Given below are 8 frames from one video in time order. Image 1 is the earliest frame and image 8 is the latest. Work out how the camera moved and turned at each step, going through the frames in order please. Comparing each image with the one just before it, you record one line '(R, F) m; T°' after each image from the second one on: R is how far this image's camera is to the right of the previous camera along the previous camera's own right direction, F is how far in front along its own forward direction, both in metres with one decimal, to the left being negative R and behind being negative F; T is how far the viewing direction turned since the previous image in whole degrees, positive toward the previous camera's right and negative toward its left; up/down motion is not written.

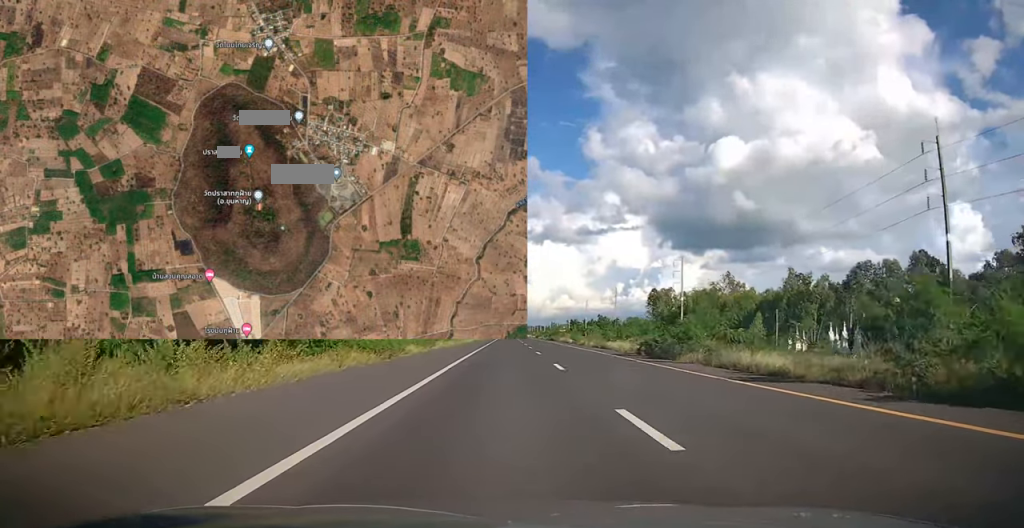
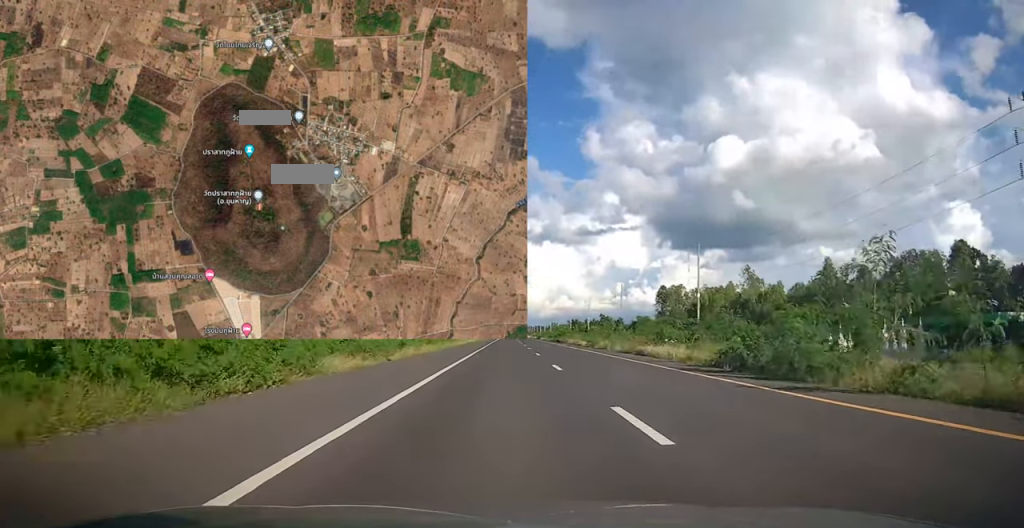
(0.0, +11.8) m; 0°
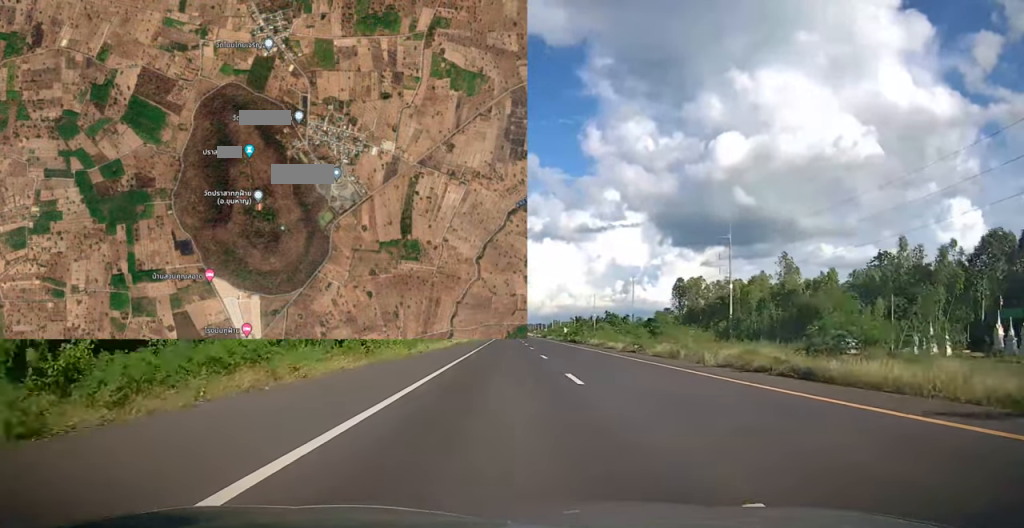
(0.0, +17.4) m; 0°
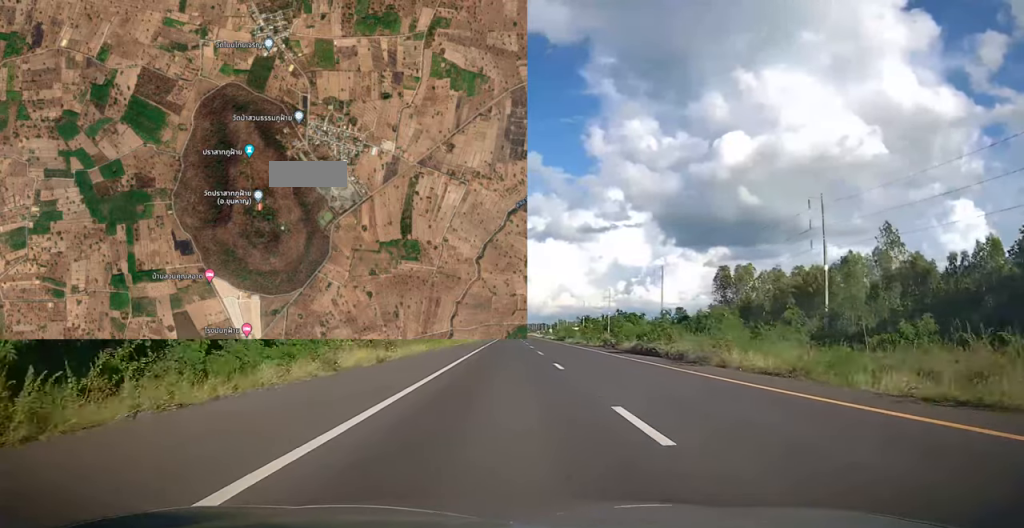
(0.0, +31.3) m; 0°
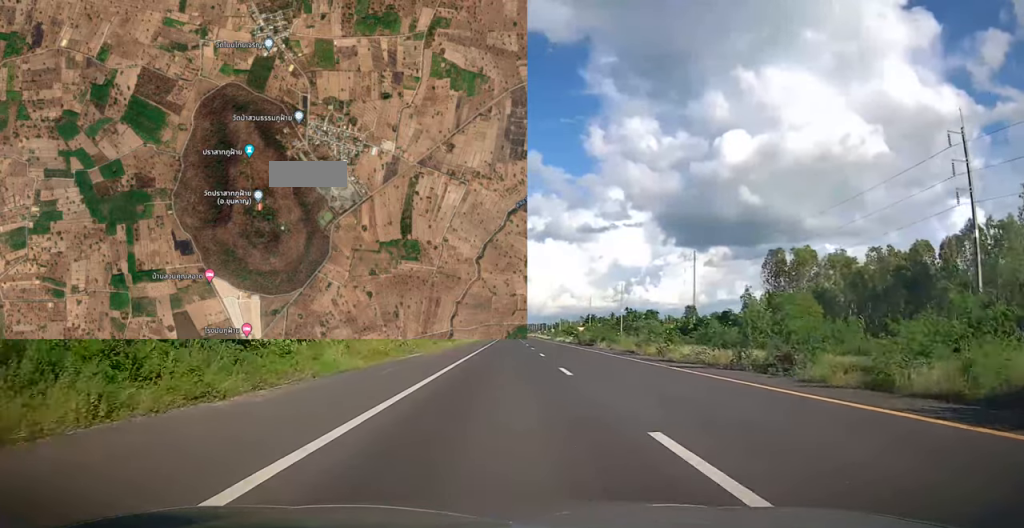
(0.0, +26.6) m; 0°
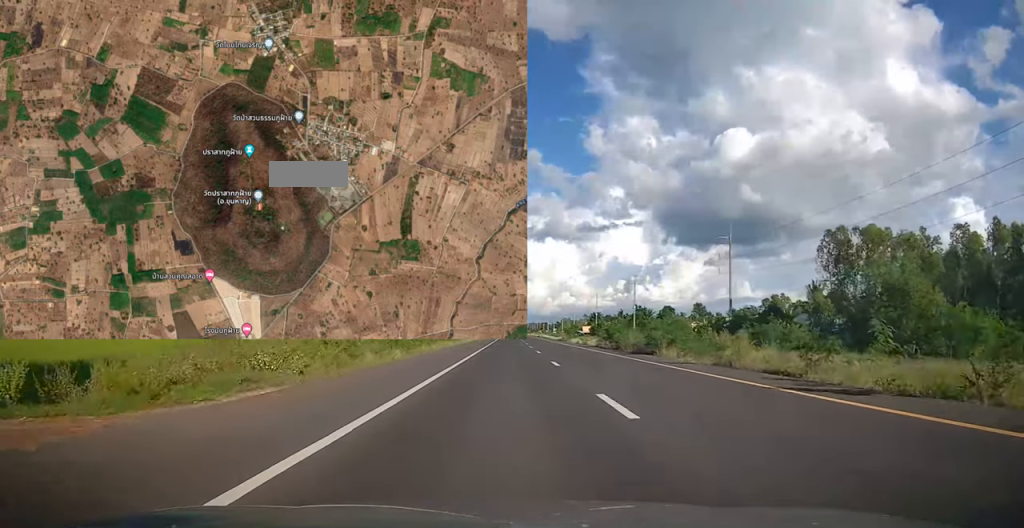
(-0.1, +20.1) m; 0°
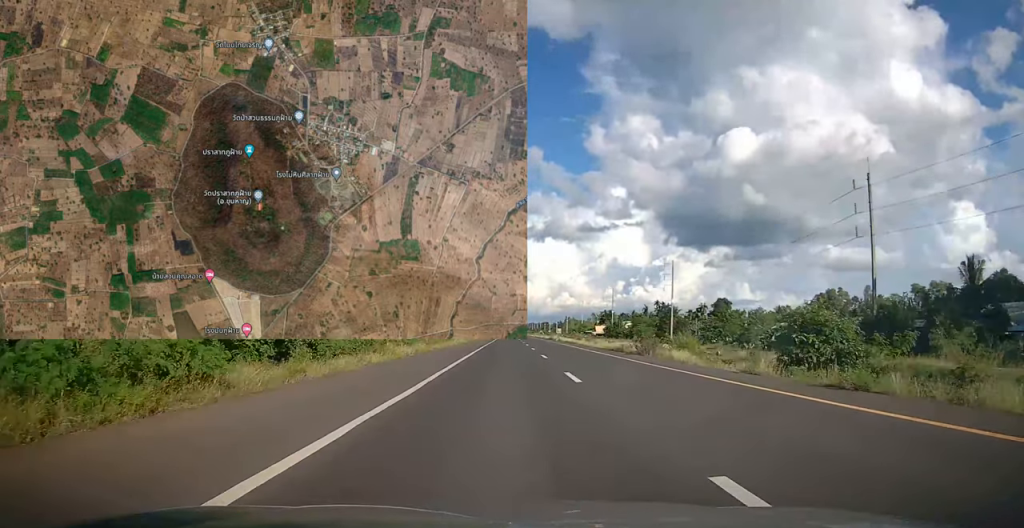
(+0.2, +42.5) m; 0°
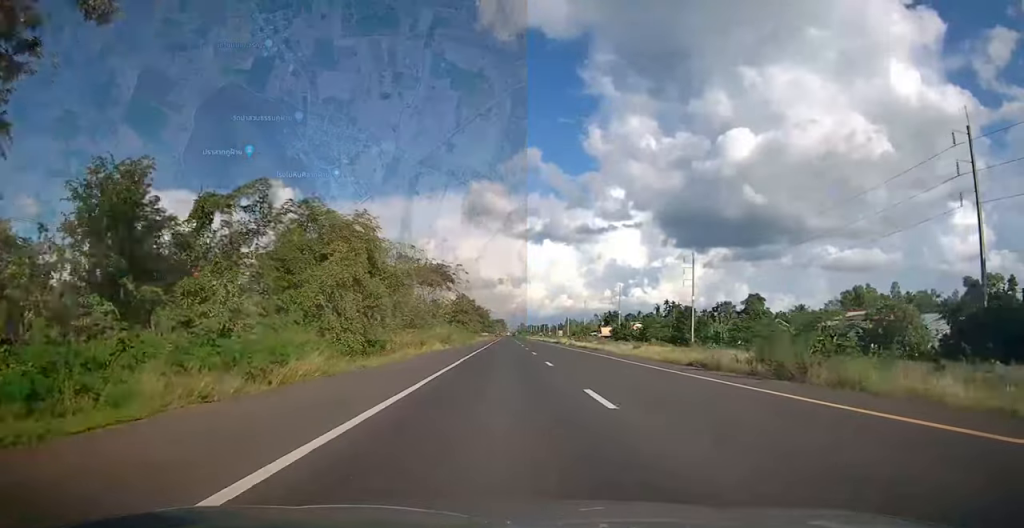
(0.0, +16.7) m; 0°
